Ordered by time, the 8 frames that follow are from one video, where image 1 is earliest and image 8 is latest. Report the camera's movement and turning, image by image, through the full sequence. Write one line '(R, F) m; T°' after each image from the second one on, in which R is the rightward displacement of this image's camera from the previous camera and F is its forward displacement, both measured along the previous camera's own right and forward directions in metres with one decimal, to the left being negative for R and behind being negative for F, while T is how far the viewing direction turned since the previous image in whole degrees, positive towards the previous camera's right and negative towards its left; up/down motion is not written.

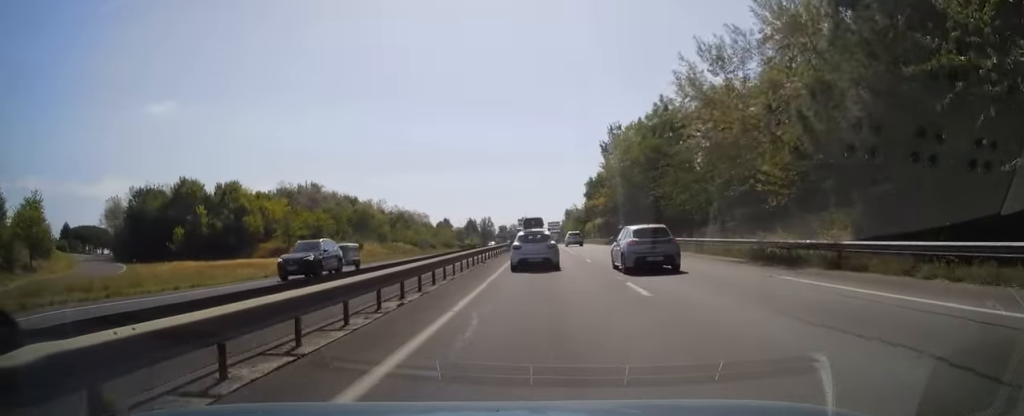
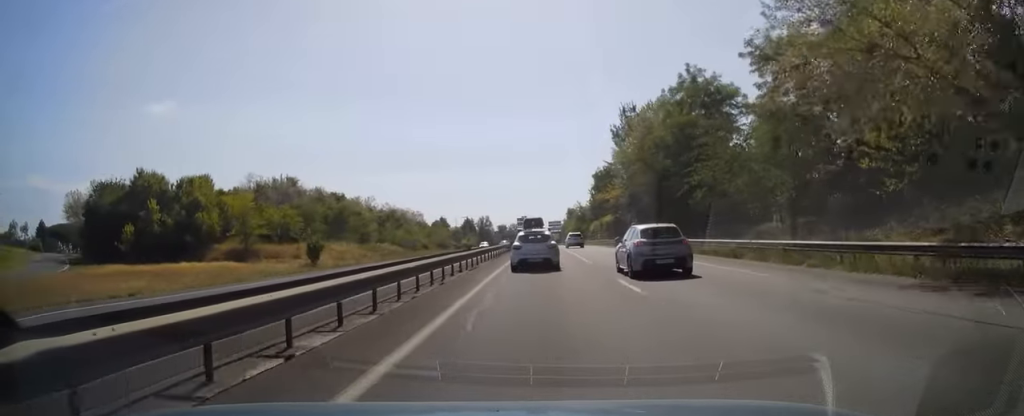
(-0.1, +12.2) m; 0°
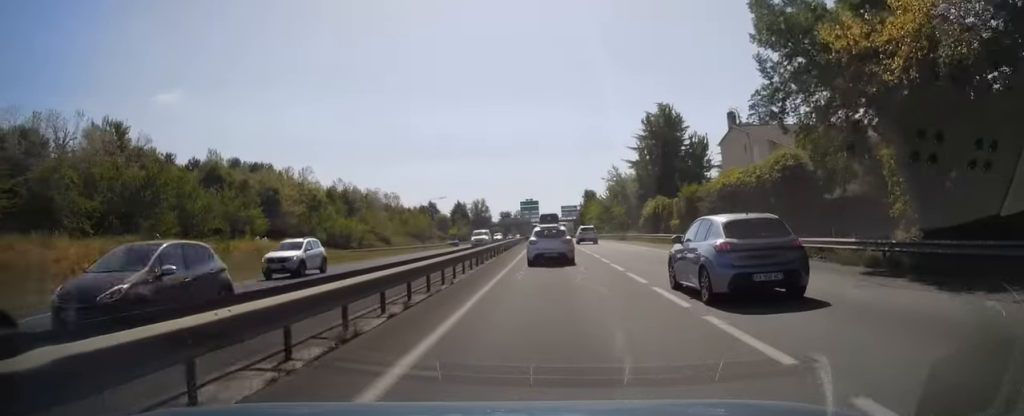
(-0.8, +50.9) m; -2°
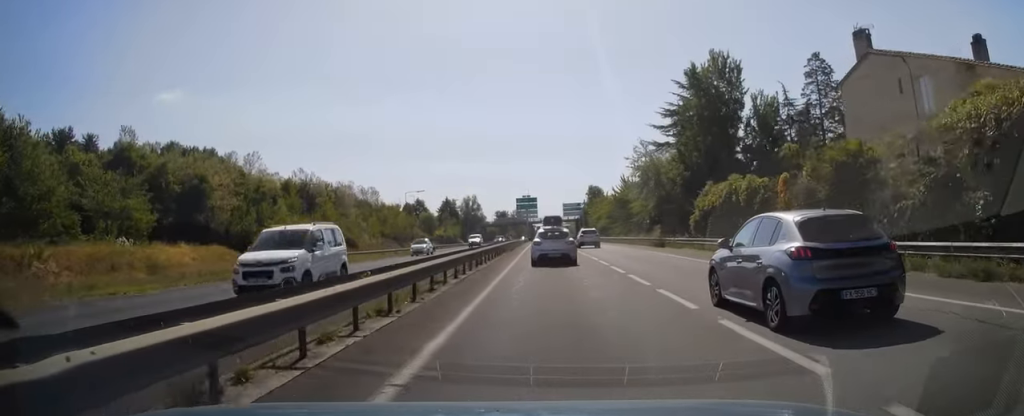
(+0.3, +22.1) m; 0°
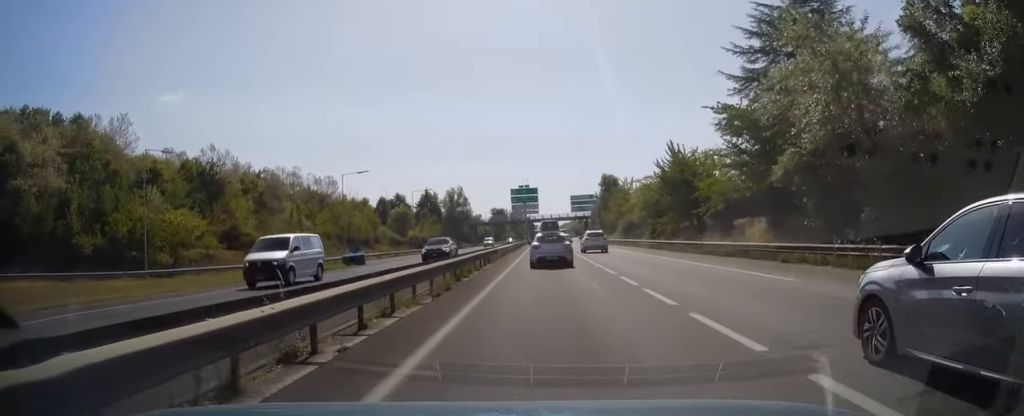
(-0.2, +33.6) m; 0°
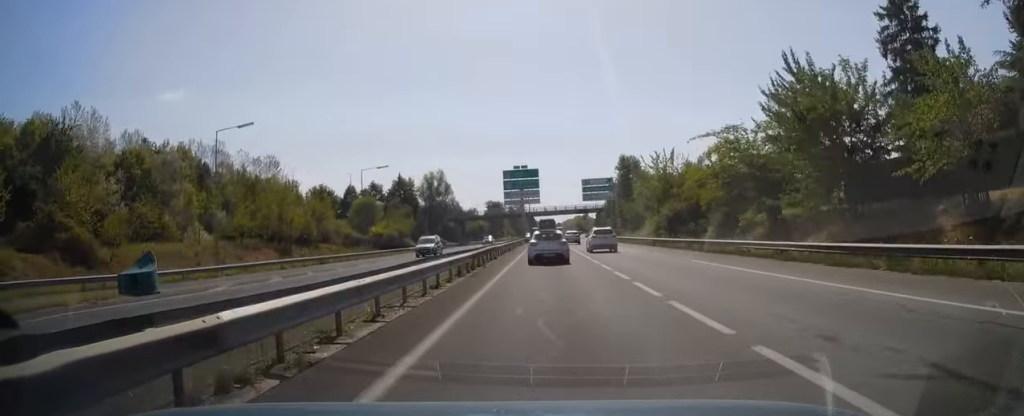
(+0.3, +28.8) m; 0°
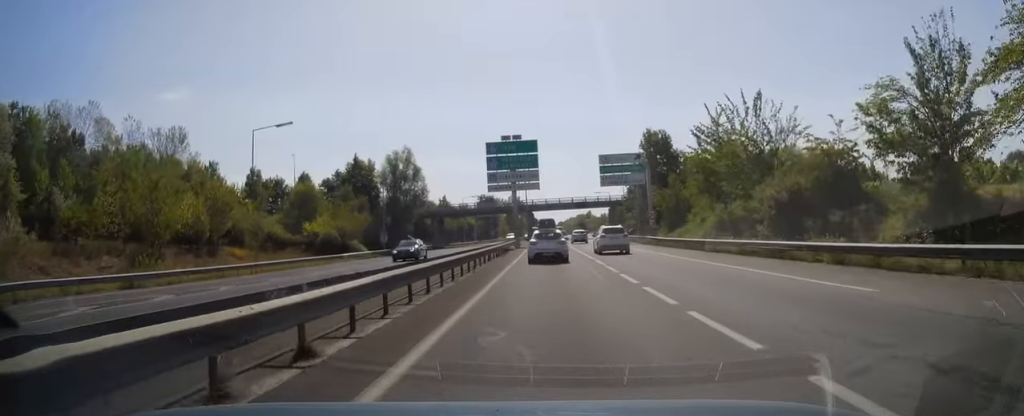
(-0.3, +27.0) m; -1°
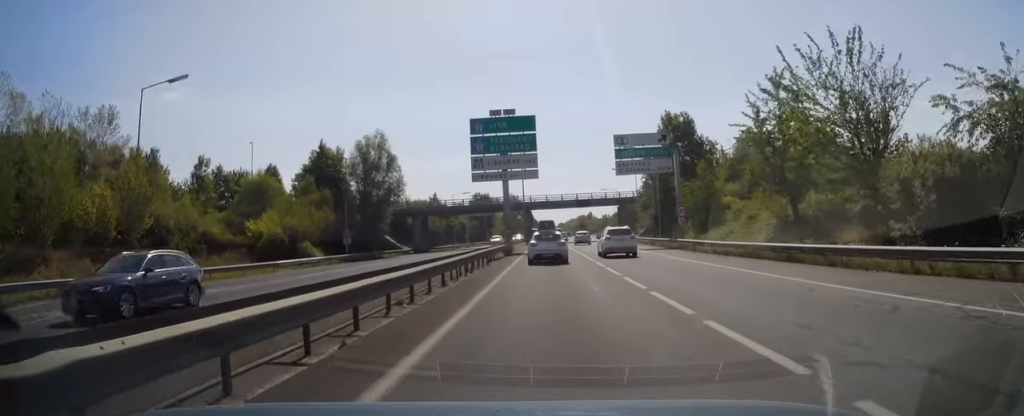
(-0.1, +13.6) m; 0°
